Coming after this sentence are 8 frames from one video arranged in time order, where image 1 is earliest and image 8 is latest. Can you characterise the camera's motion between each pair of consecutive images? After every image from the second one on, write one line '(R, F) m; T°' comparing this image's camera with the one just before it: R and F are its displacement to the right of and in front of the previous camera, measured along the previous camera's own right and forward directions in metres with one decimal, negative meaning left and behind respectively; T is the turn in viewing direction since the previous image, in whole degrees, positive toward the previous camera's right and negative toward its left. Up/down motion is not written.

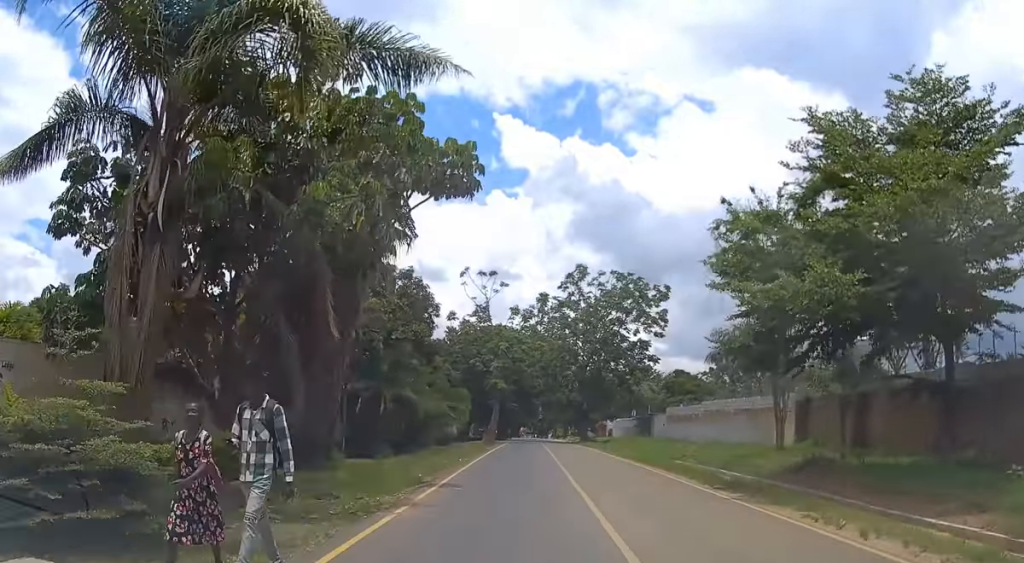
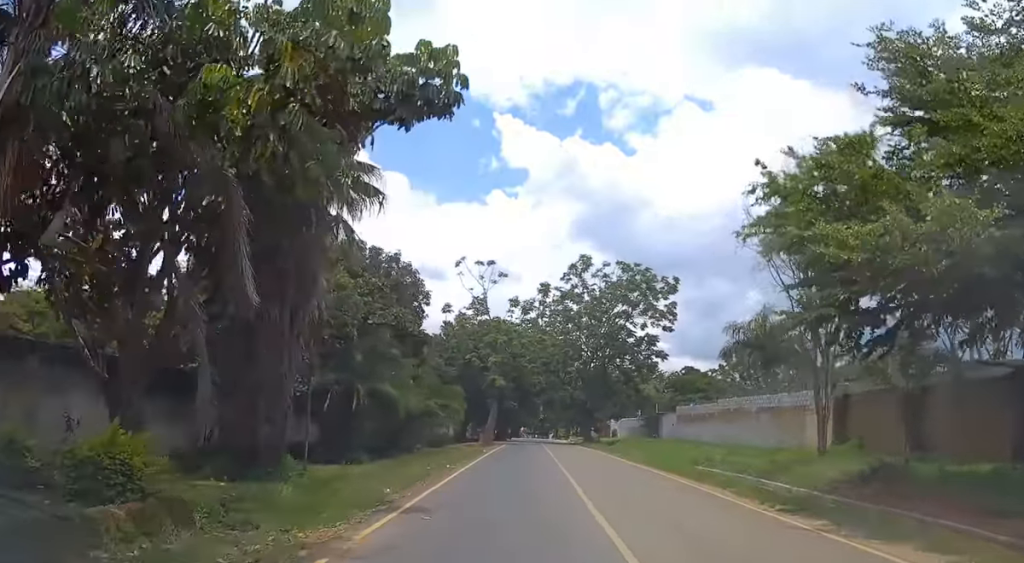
(-0.1, +4.2) m; 0°
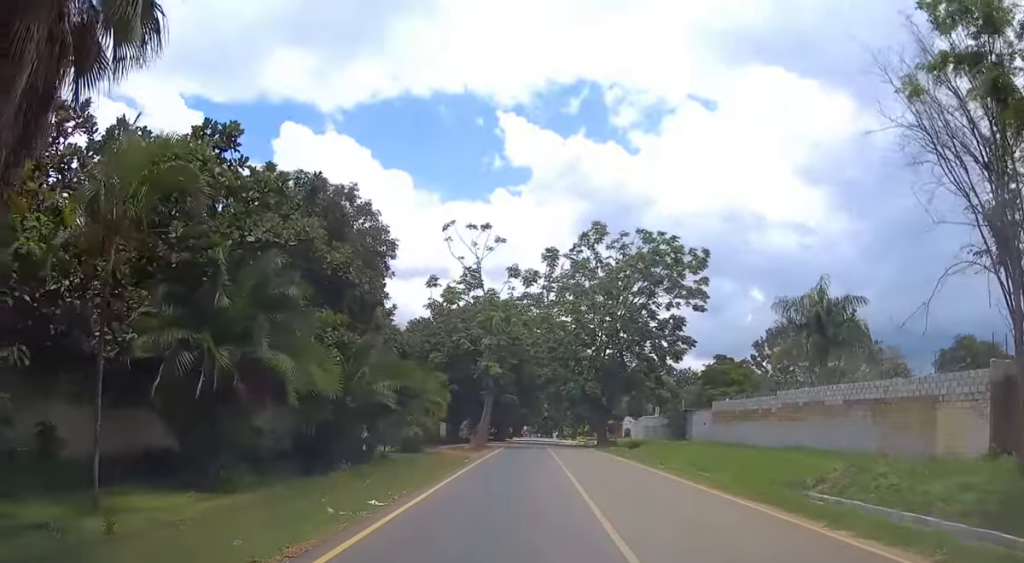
(+0.2, +10.9) m; 0°
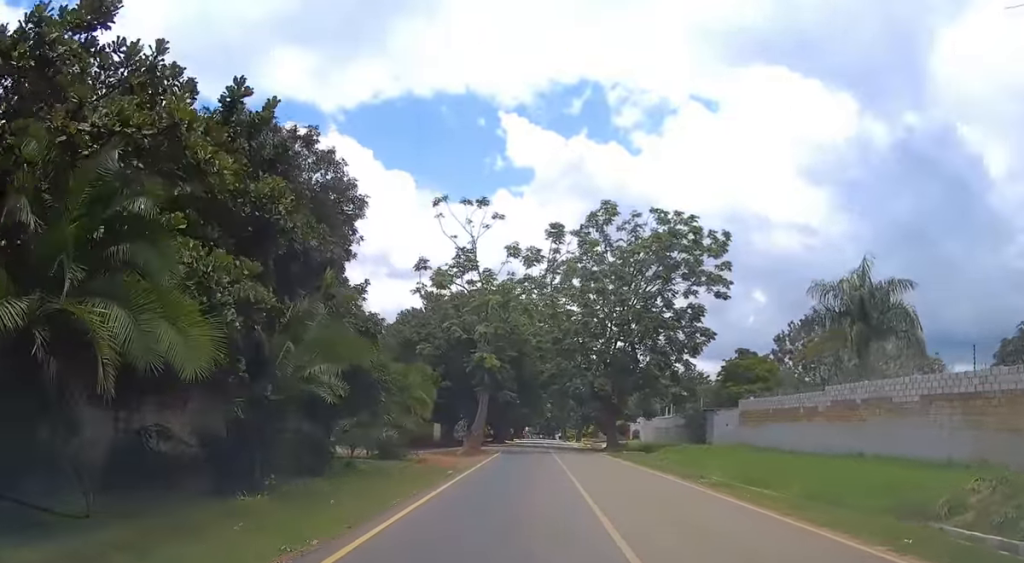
(-0.1, +5.9) m; 0°
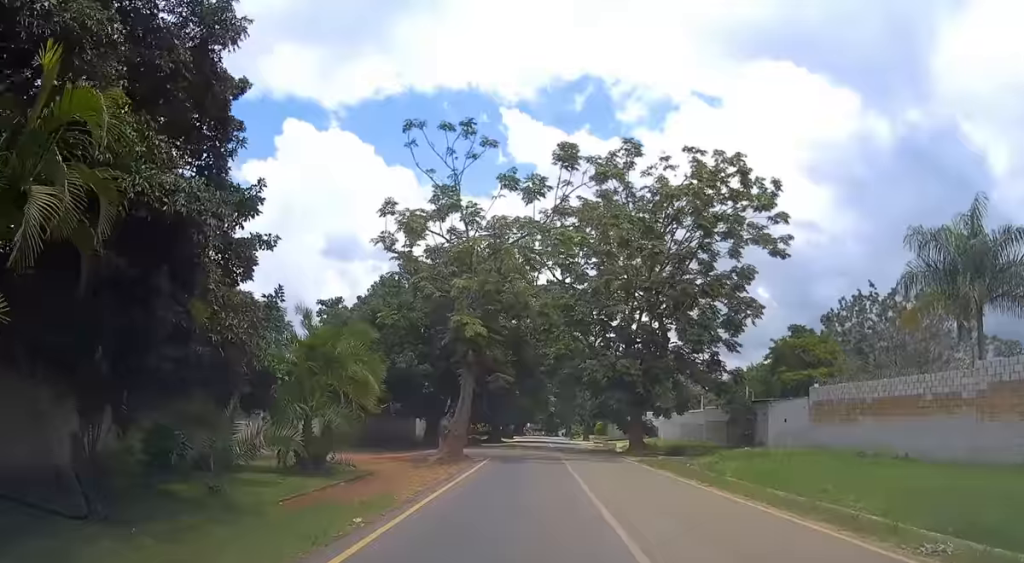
(0.0, +11.0) m; 0°
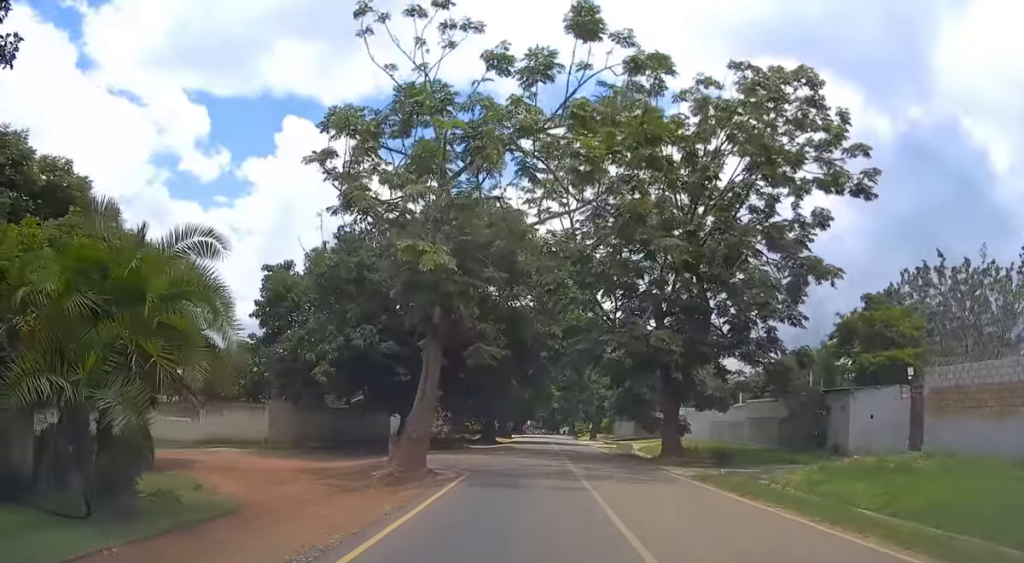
(0.0, +10.0) m; 0°
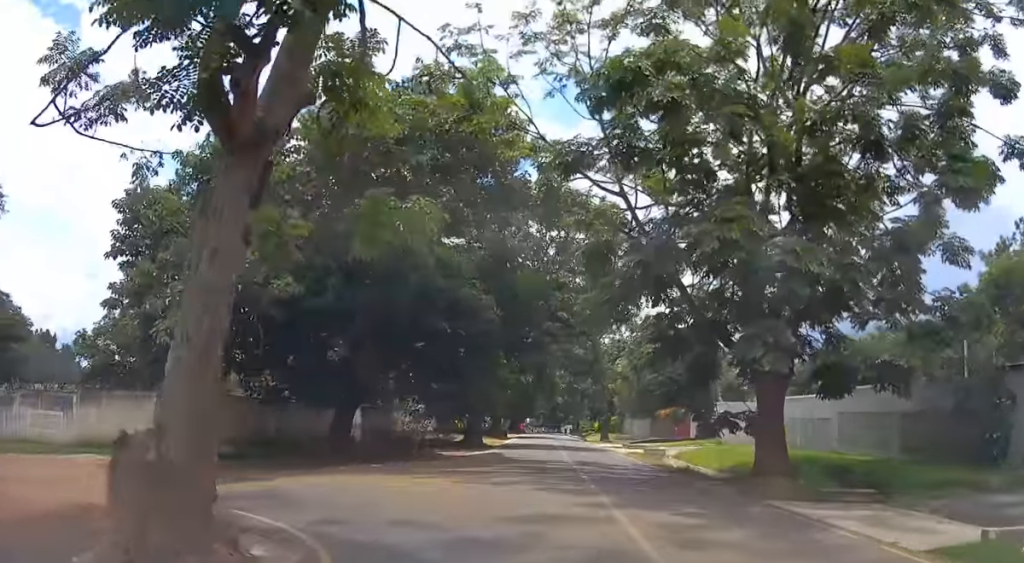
(-0.1, +12.7) m; 0°
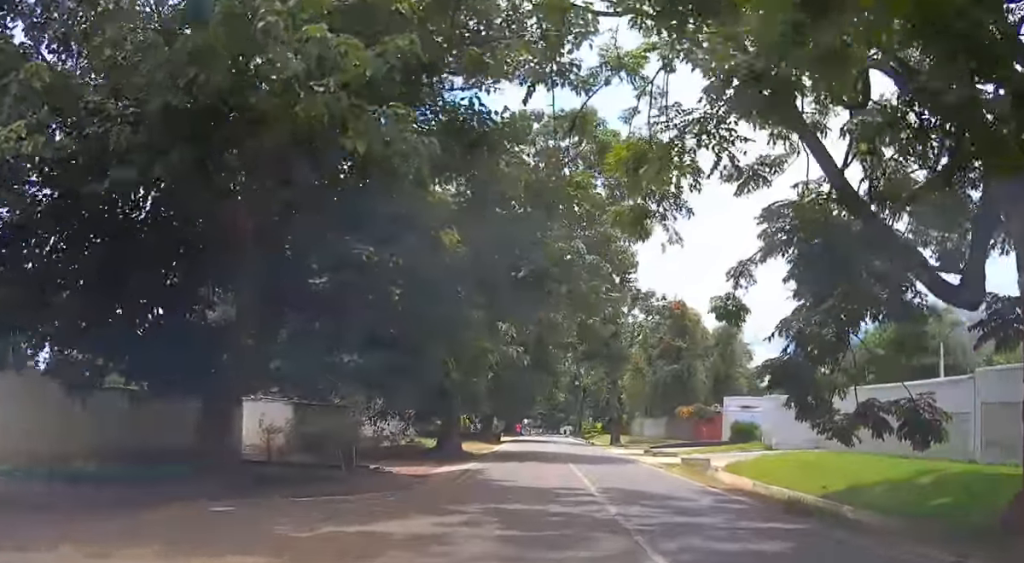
(+0.1, +10.6) m; +1°
